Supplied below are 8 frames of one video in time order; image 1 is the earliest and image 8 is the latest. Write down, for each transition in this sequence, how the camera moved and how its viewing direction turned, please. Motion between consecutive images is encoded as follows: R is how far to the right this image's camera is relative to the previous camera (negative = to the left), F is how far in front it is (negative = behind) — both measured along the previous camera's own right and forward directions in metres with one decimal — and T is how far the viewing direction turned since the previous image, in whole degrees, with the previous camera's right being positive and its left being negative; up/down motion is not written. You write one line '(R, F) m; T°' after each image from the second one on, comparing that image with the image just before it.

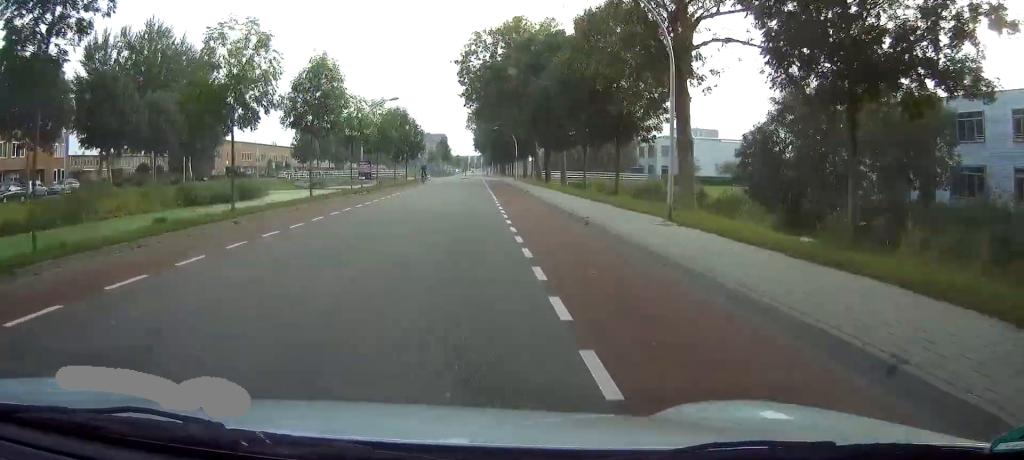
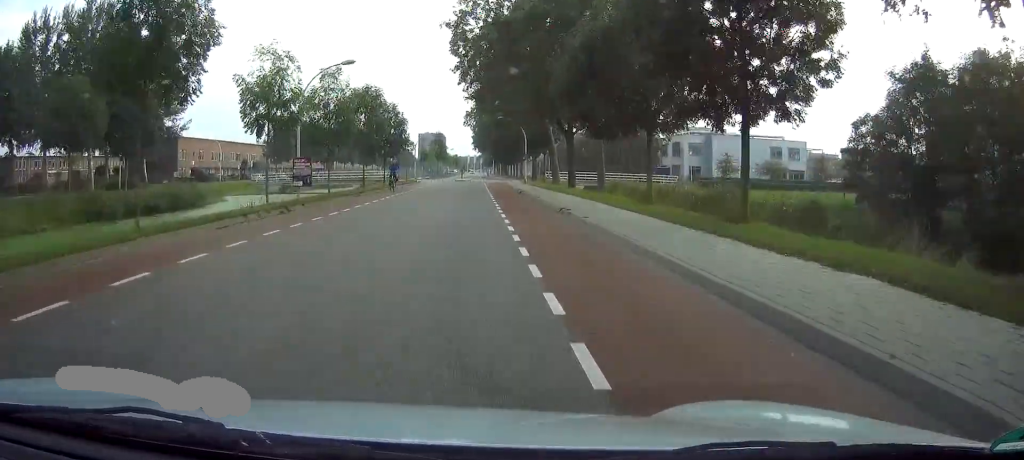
(+0.2, +16.5) m; +1°
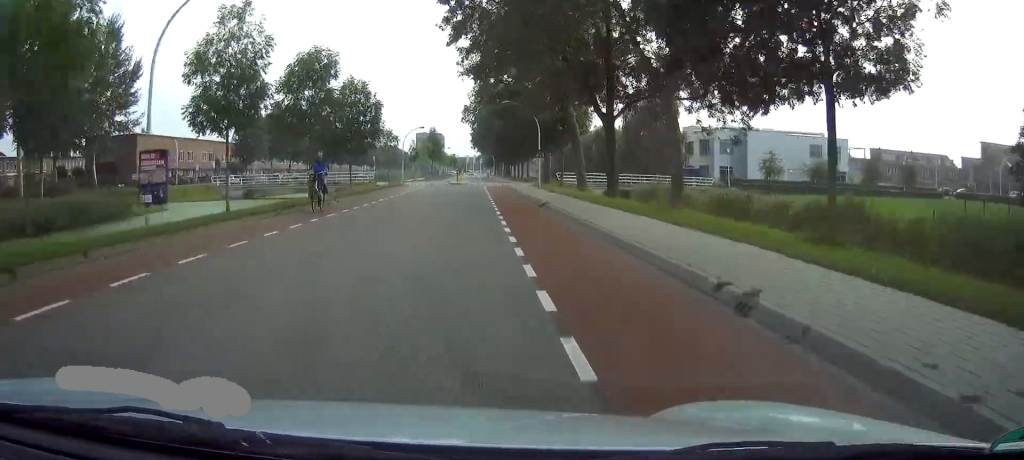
(+0.1, +14.4) m; +1°
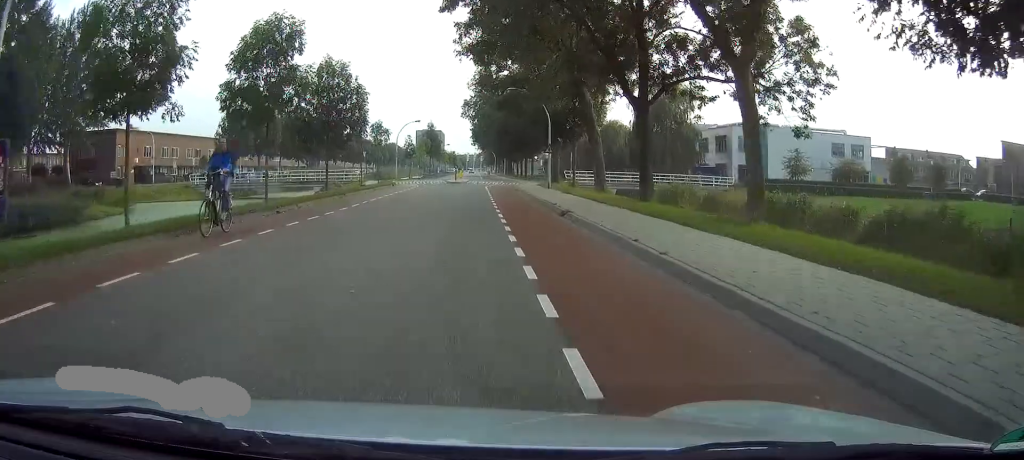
(0.0, +6.5) m; 0°
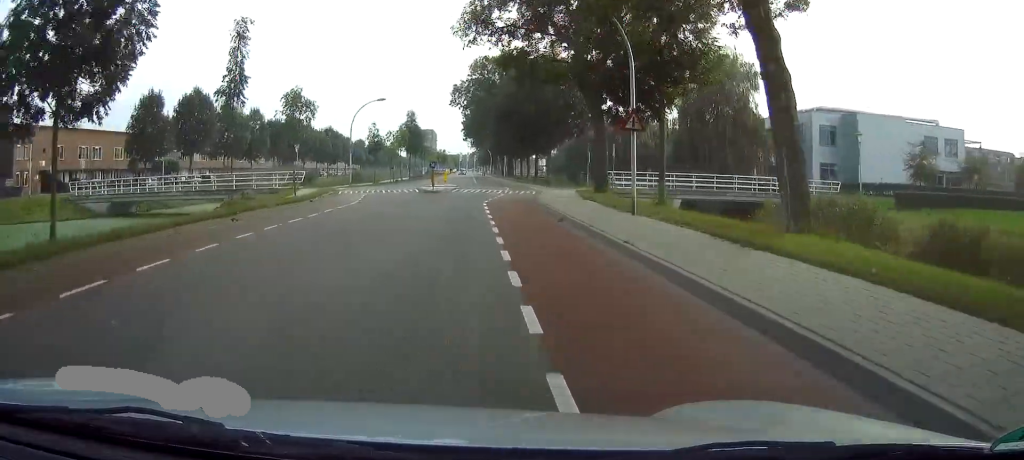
(0.0, +23.2) m; 0°
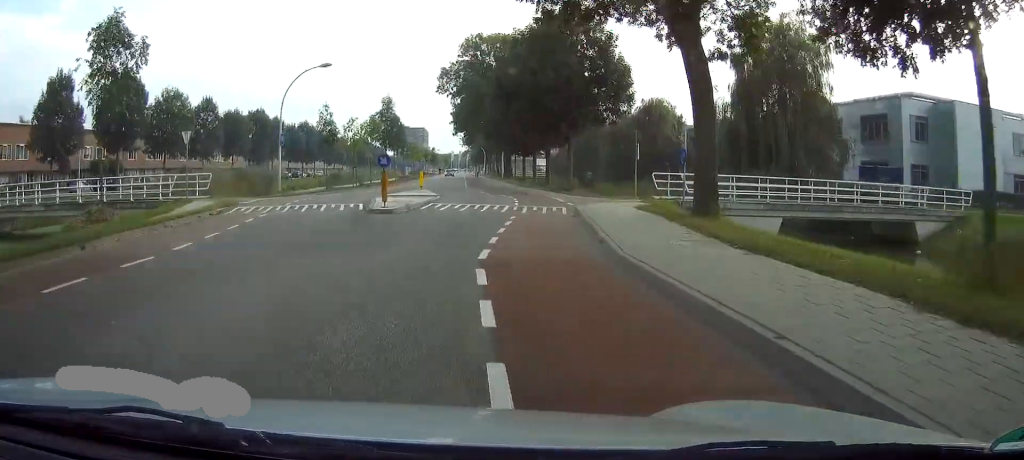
(+0.1, +16.0) m; 0°
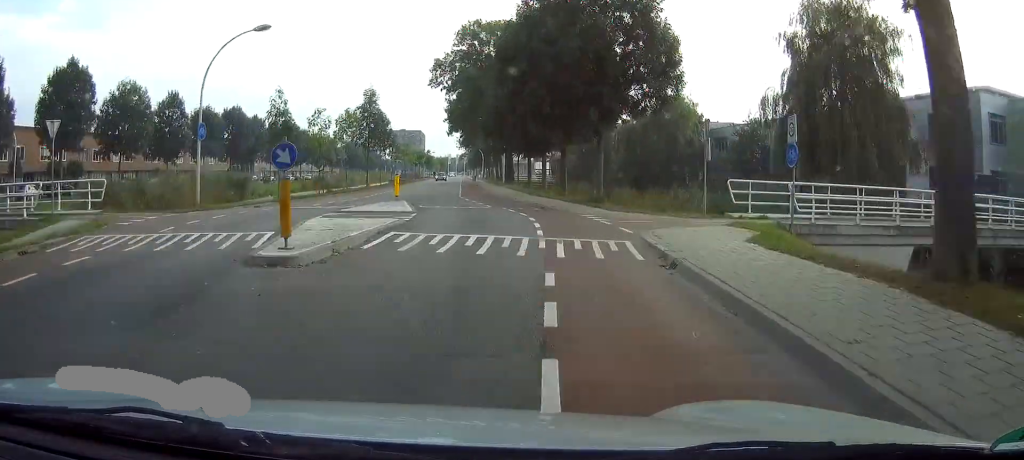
(0.0, +9.8) m; 0°
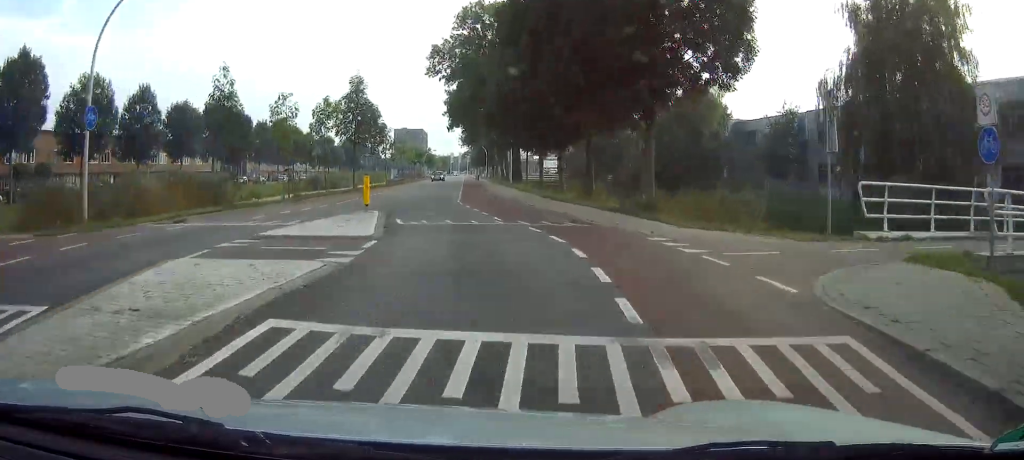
(0.0, +7.8) m; 0°
